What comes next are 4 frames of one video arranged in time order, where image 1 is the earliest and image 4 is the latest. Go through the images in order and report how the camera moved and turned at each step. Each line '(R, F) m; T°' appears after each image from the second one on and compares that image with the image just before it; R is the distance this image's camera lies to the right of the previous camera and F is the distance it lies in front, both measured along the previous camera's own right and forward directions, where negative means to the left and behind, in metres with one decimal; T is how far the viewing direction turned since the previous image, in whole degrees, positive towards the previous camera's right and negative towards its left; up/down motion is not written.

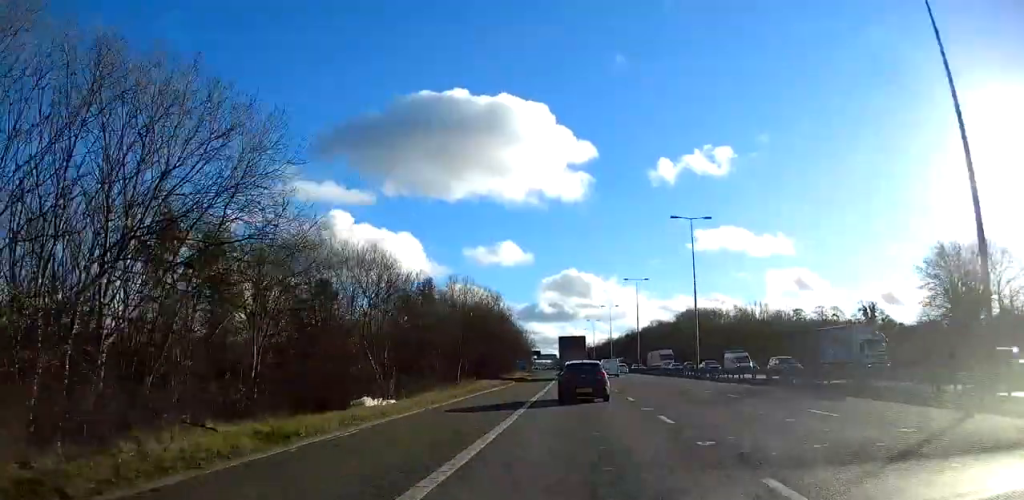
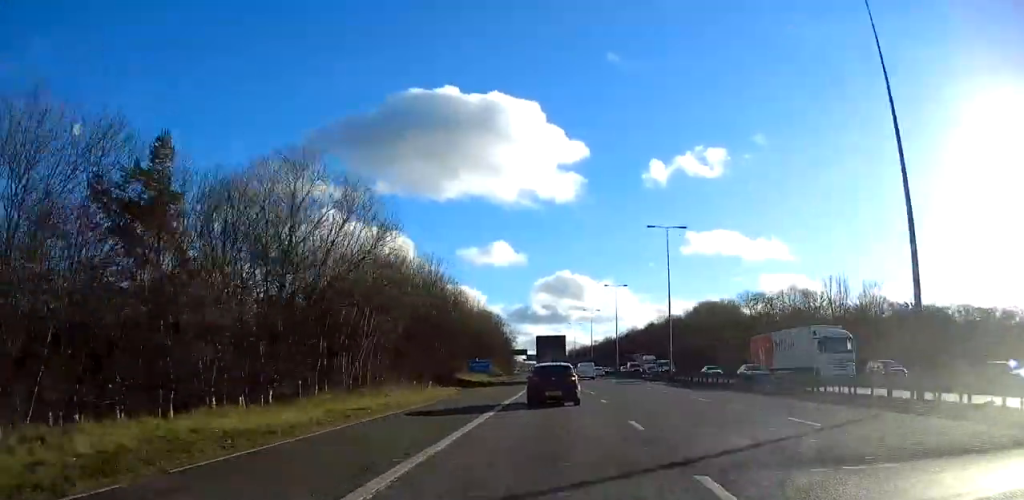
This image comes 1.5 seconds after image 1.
(-0.1, +43.5) m; 0°
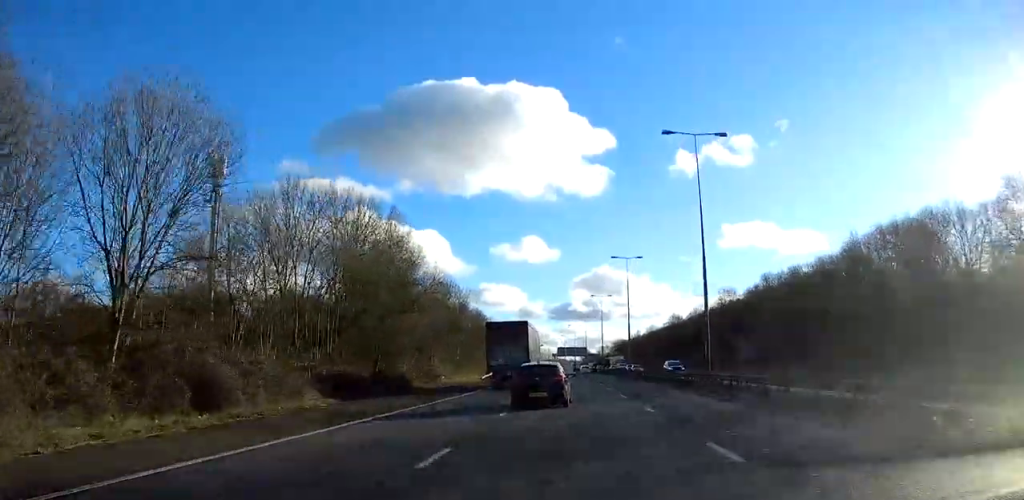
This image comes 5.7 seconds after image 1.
(-2.5, +119.8) m; -4°
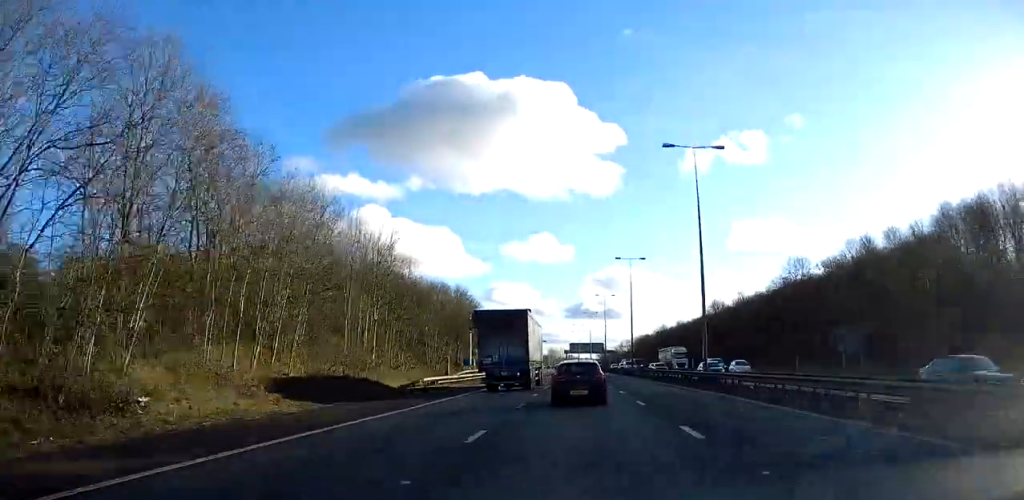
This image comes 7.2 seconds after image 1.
(-0.7, +43.0) m; -2°
